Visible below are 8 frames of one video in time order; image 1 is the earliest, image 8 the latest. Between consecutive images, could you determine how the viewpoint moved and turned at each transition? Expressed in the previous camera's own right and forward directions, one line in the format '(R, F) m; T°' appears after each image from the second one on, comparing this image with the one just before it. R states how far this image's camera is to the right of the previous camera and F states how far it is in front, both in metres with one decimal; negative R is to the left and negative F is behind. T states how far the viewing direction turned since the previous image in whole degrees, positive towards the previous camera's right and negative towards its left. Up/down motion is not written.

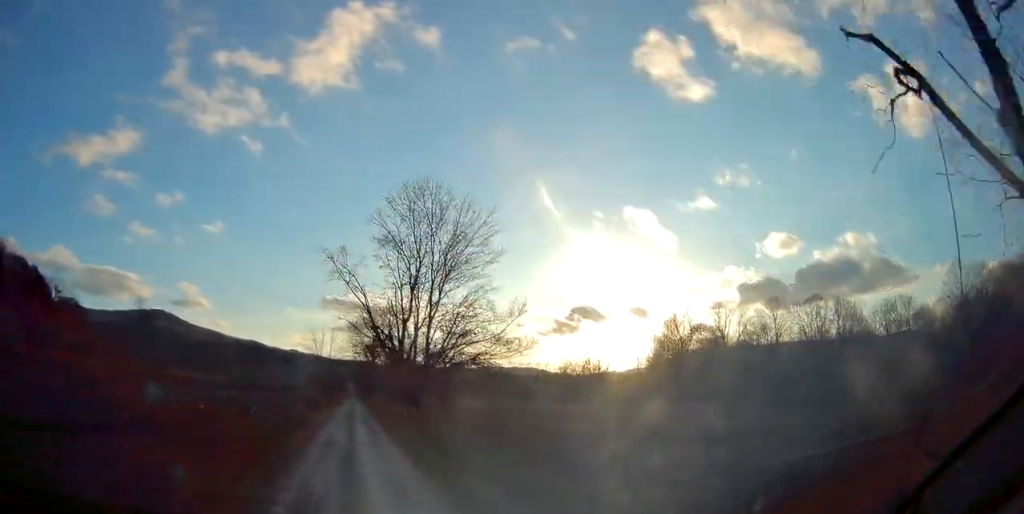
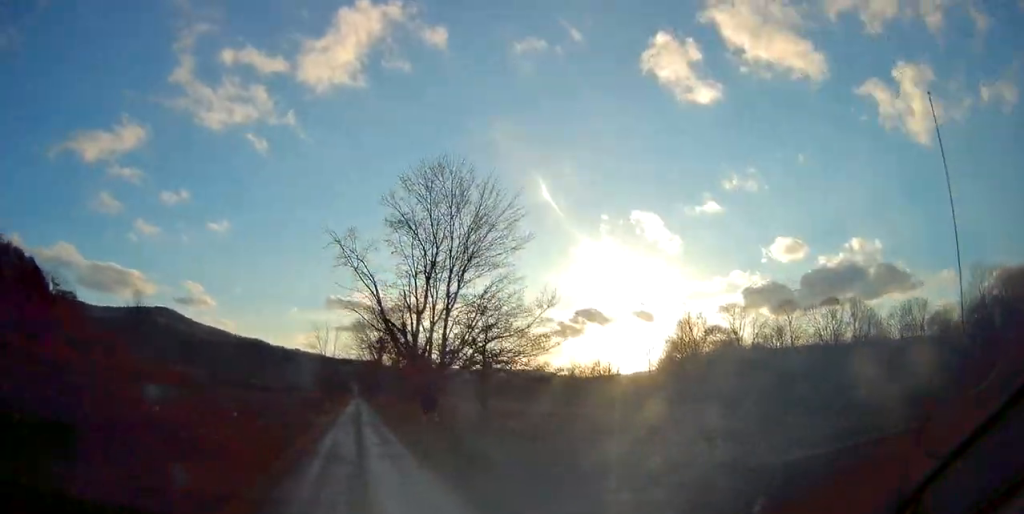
(0.0, +4.3) m; 0°
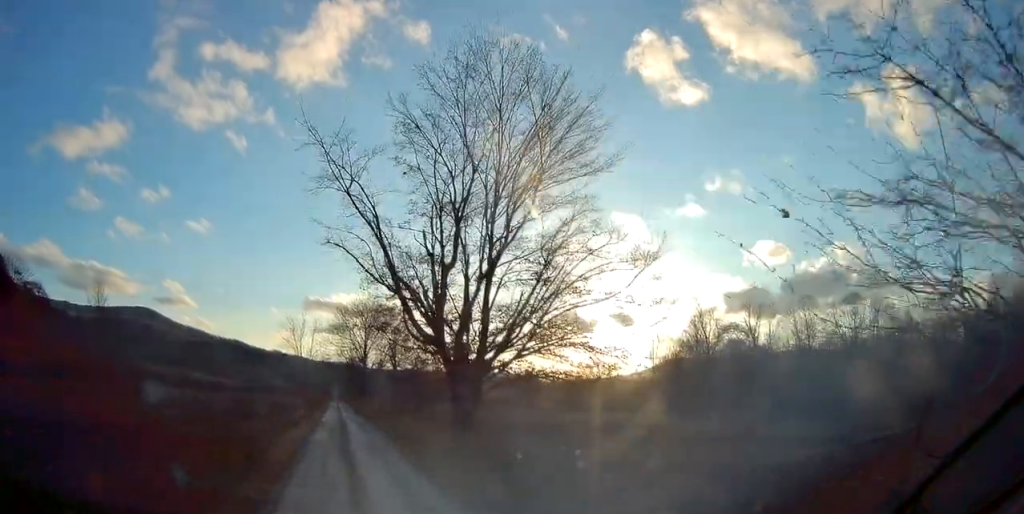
(0.0, +13.9) m; +4°
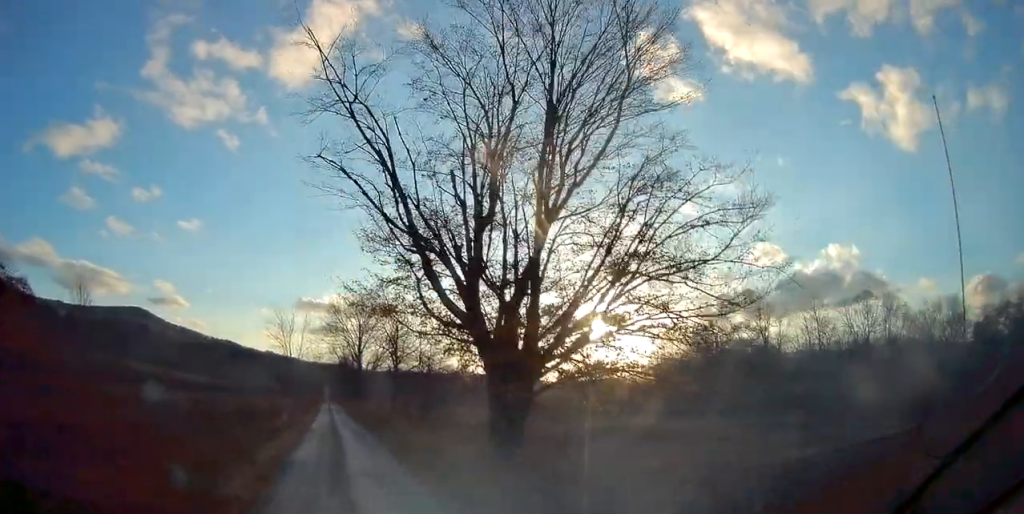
(+0.3, +6.1) m; +1°
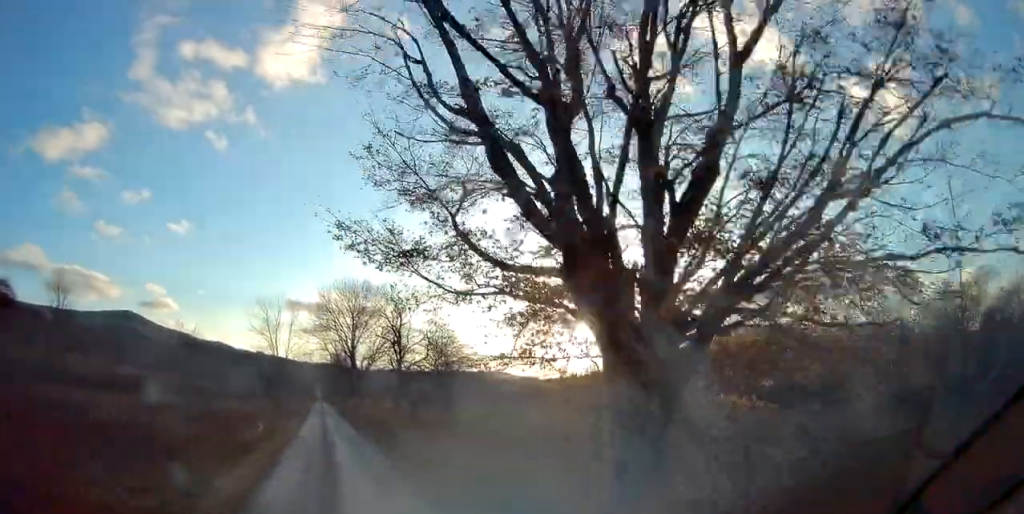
(-0.1, +6.6) m; -2°
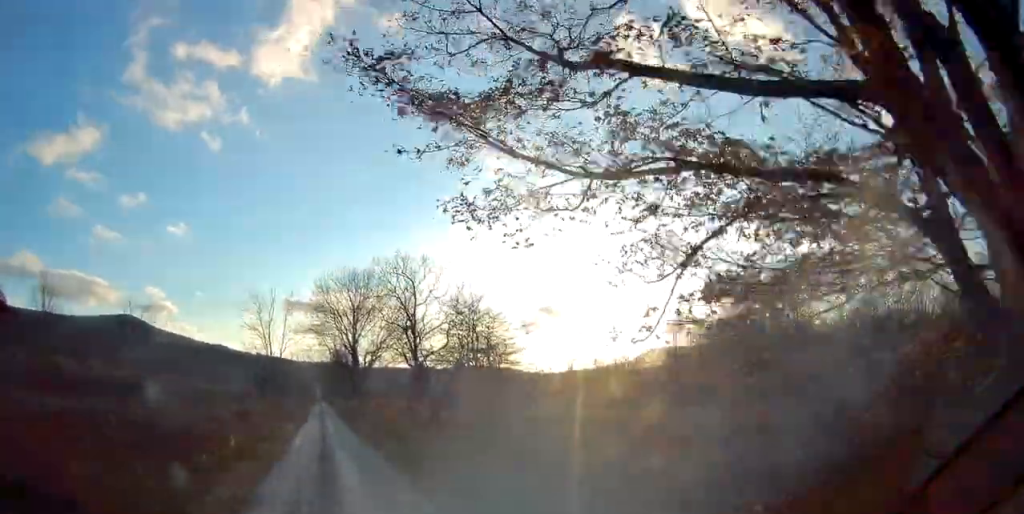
(-0.1, +5.9) m; -1°
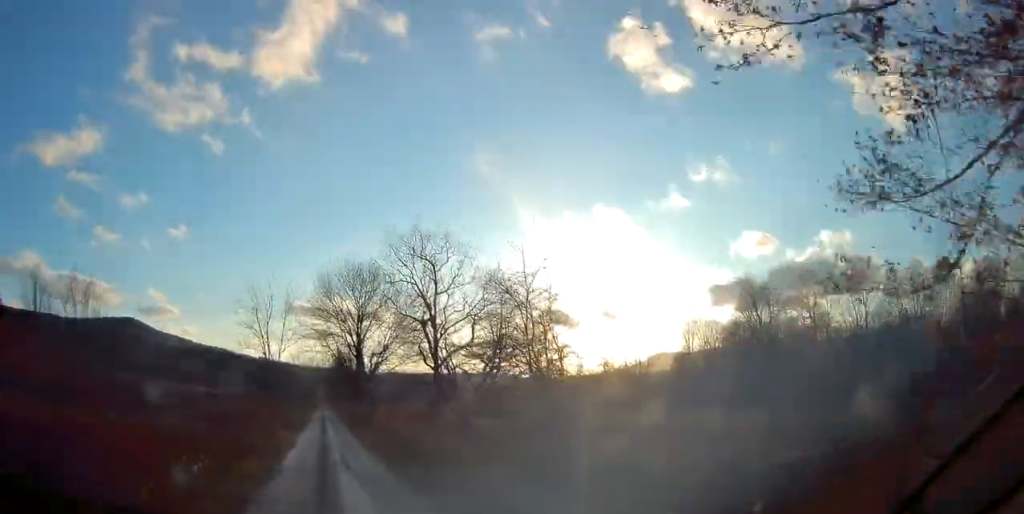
(-0.1, +4.2) m; 0°
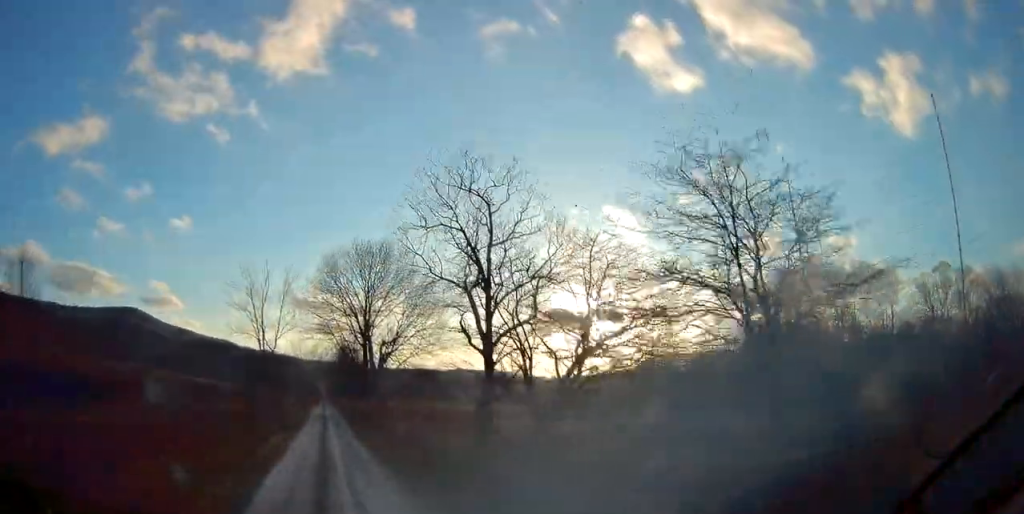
(+0.1, +6.8) m; -1°
